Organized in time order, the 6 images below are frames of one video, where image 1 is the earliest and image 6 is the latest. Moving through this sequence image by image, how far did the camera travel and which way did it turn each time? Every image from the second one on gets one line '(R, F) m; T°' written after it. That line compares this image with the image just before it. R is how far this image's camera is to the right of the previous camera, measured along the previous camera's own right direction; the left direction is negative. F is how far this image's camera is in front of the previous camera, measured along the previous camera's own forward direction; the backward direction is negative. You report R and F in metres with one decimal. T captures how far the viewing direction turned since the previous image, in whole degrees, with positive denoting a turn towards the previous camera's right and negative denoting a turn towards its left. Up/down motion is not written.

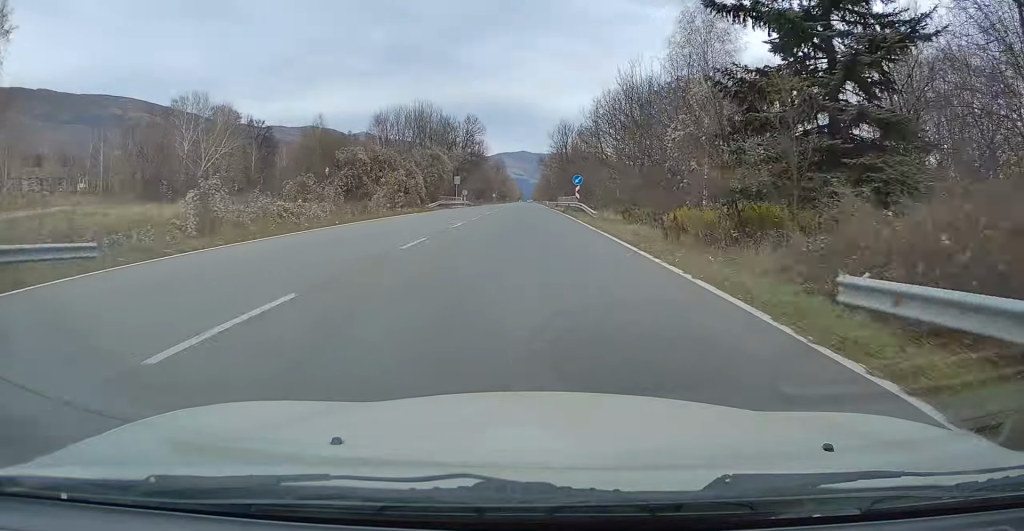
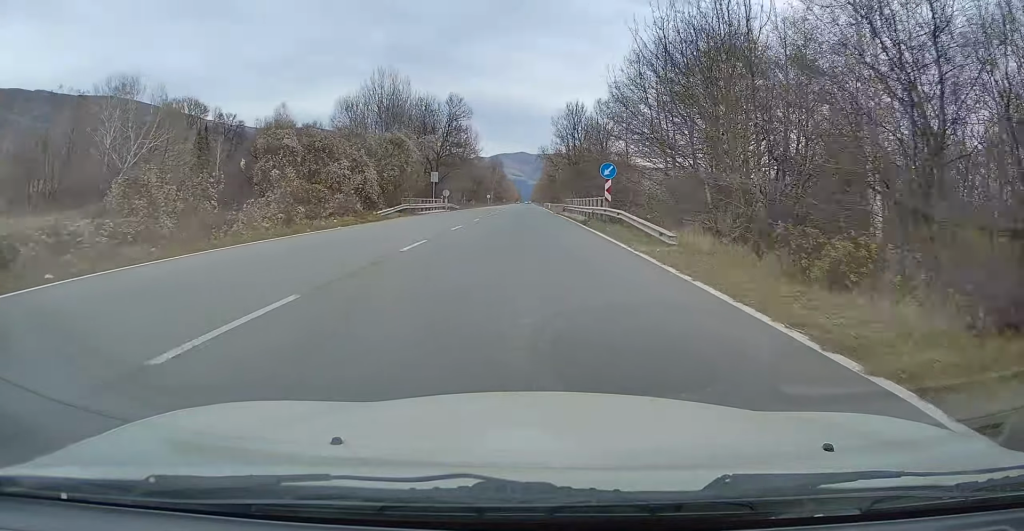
(+0.1, +18.7) m; -1°
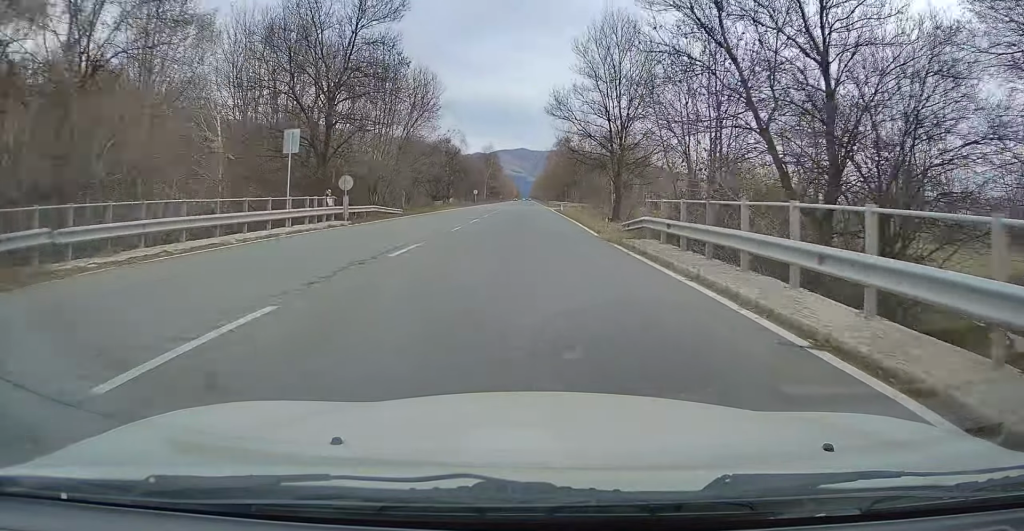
(-0.2, +38.1) m; 0°
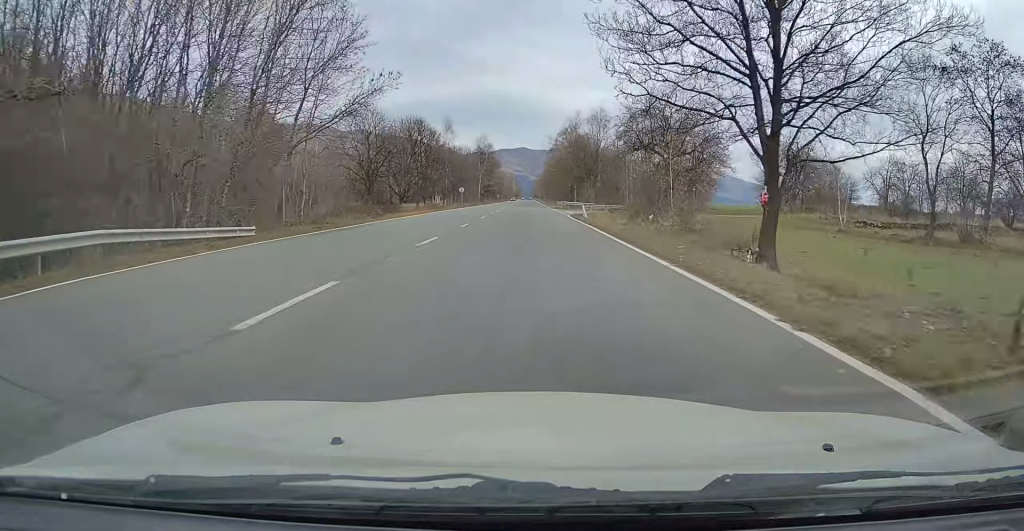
(0.0, +25.4) m; 0°
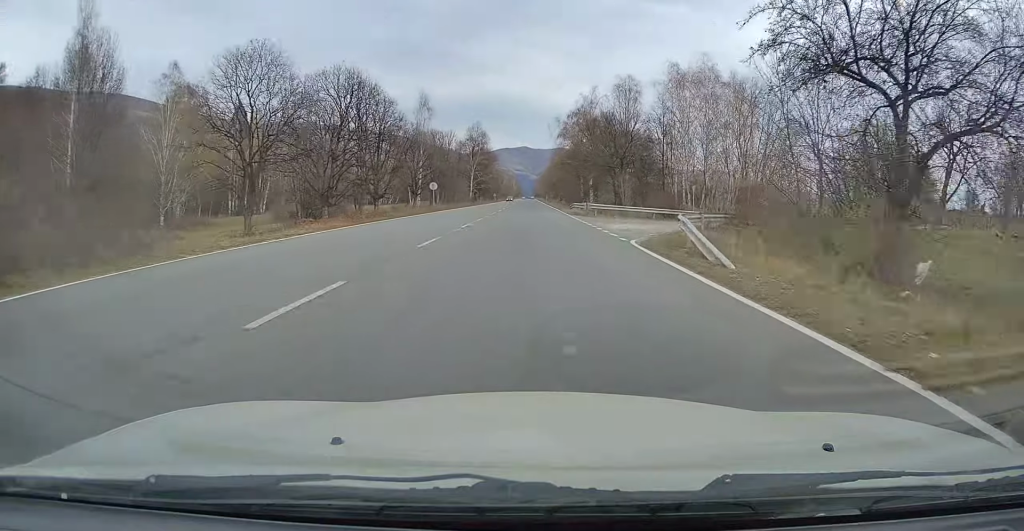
(0.0, +27.9) m; 0°
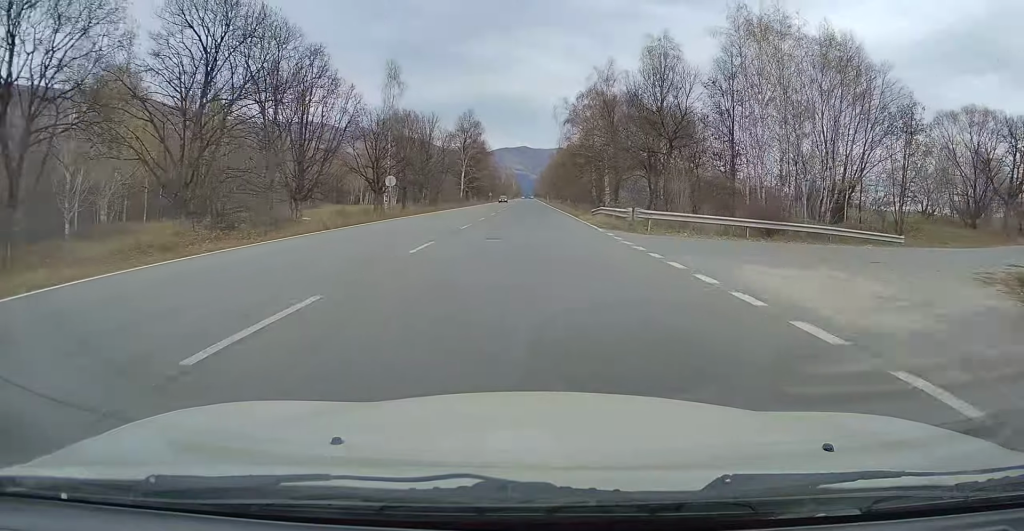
(+0.1, +19.4) m; 0°
